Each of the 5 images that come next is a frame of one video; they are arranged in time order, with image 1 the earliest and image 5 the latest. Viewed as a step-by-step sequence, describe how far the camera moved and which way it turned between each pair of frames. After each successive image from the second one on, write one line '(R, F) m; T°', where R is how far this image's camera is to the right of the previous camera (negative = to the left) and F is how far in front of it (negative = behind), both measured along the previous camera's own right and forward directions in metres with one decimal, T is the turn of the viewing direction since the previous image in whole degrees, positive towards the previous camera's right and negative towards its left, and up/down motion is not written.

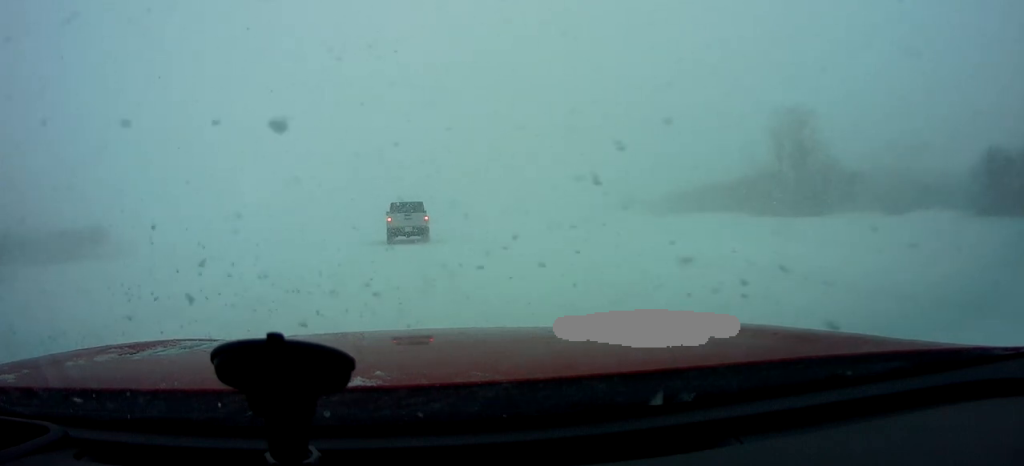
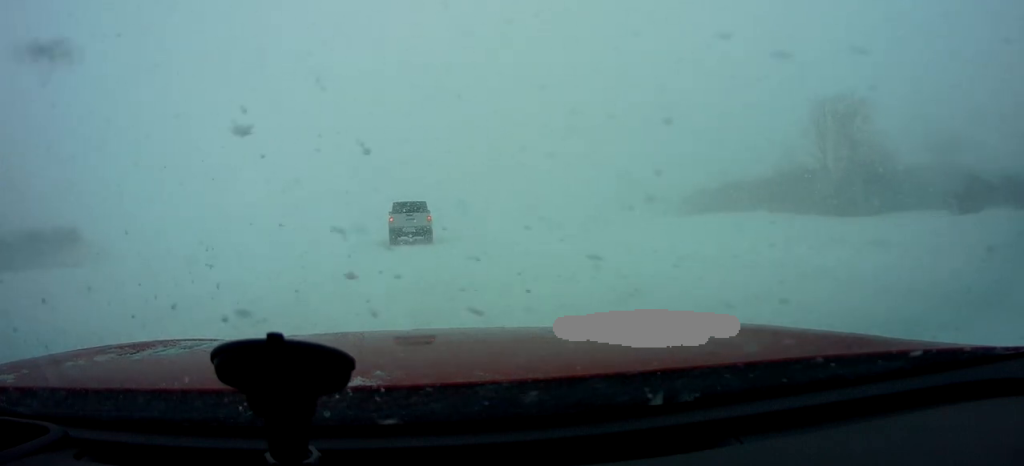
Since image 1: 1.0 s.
(-0.4, +7.4) m; -4°
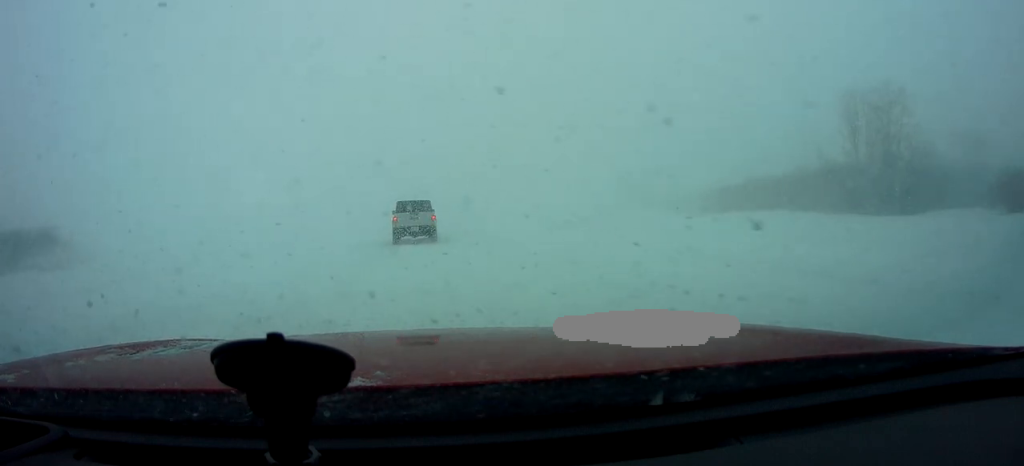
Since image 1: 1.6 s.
(0.0, +4.7) m; +1°
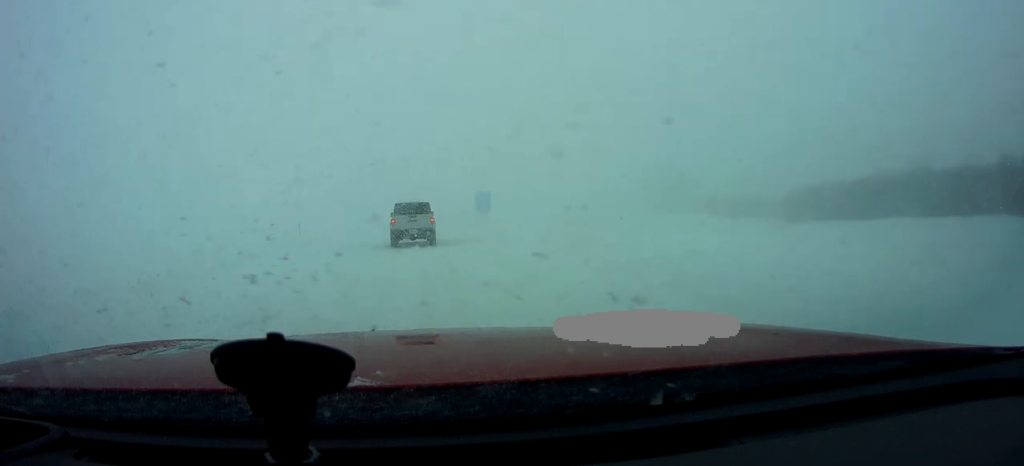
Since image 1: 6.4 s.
(-0.1, +32.3) m; +1°
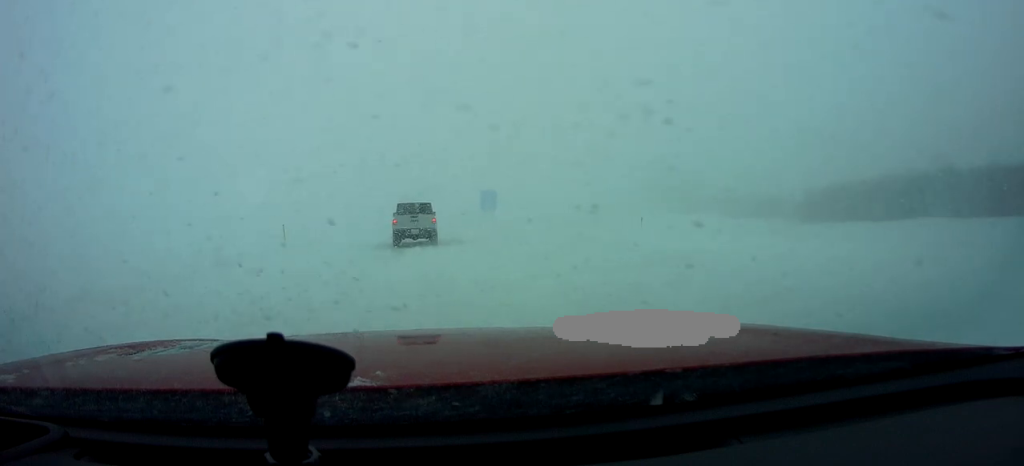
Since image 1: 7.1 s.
(-0.2, +4.4) m; 0°
